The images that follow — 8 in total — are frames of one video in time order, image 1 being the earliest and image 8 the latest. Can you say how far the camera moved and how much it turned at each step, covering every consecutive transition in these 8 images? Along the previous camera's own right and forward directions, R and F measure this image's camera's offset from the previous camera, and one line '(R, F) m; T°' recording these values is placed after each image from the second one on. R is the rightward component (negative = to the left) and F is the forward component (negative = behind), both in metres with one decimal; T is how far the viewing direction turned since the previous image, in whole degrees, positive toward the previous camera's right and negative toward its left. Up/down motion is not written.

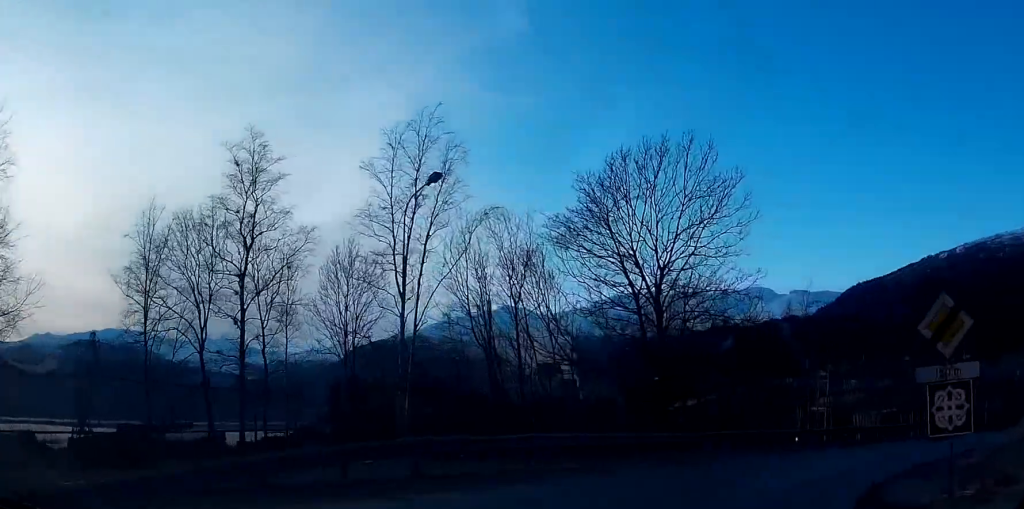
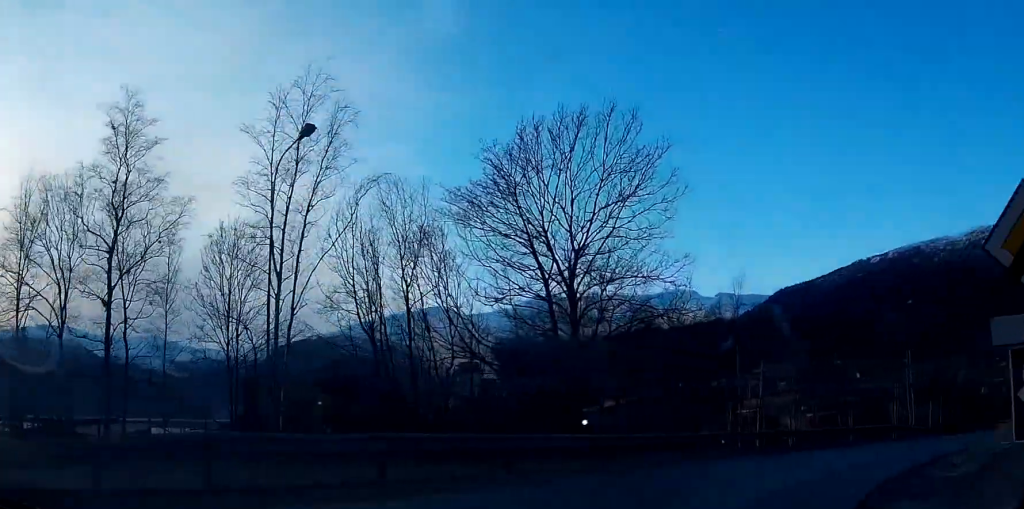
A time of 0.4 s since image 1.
(+0.3, +4.3) m; +6°
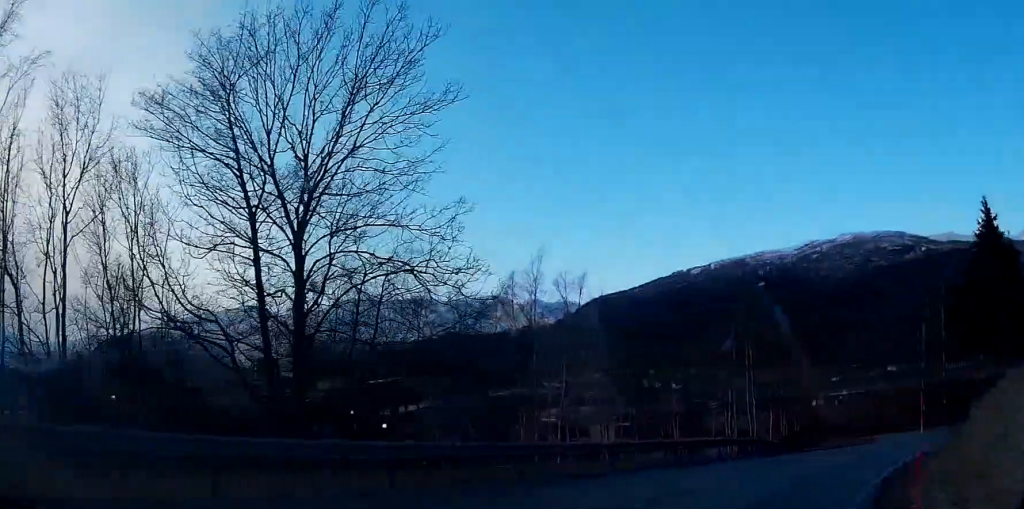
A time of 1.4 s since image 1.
(+1.2, +10.2) m; +14°
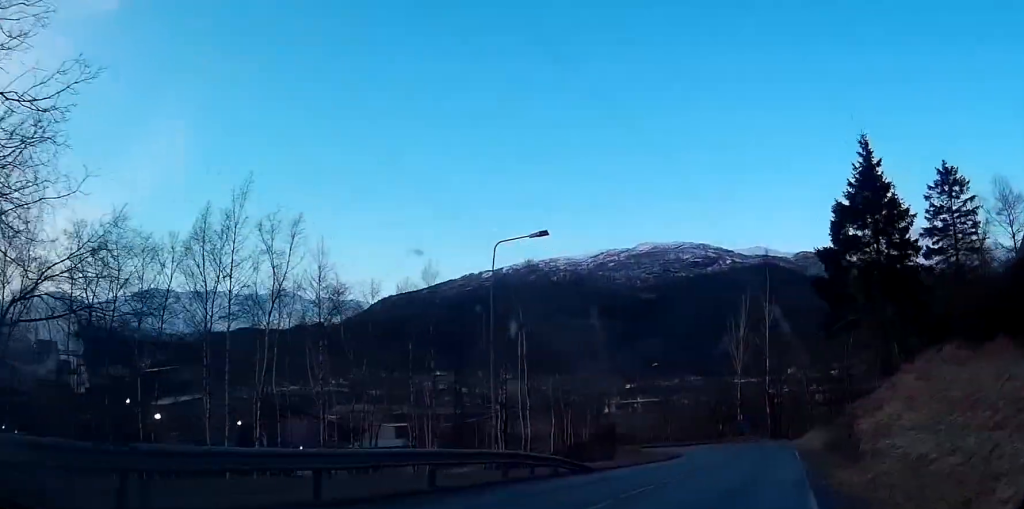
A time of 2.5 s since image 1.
(+1.7, +12.3) m; +13°
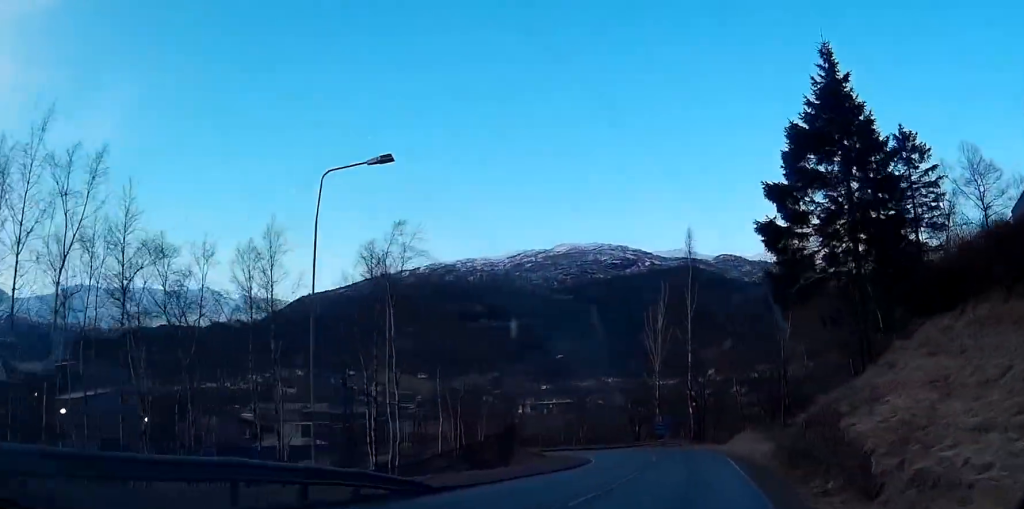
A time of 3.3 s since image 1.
(+0.5, +9.0) m; +5°
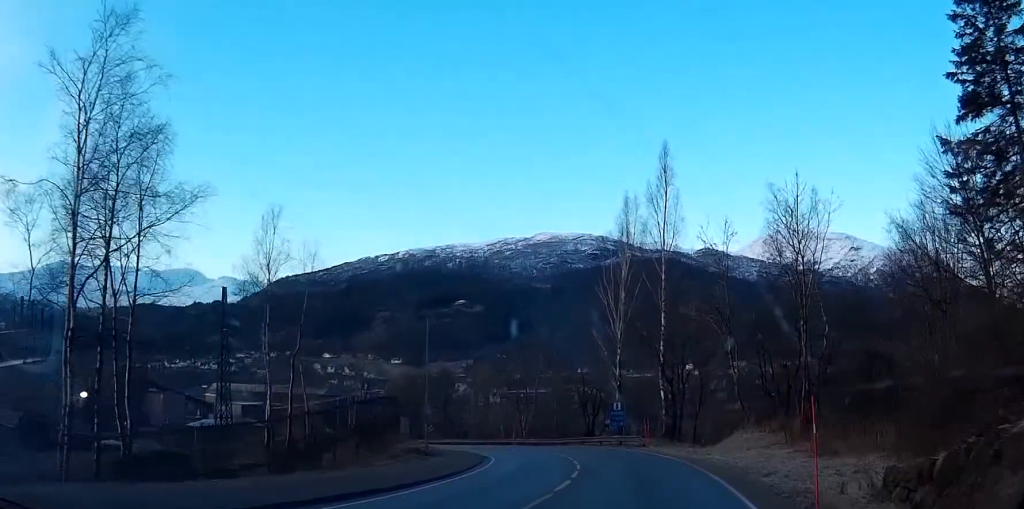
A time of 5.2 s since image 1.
(+1.0, +21.6) m; +2°
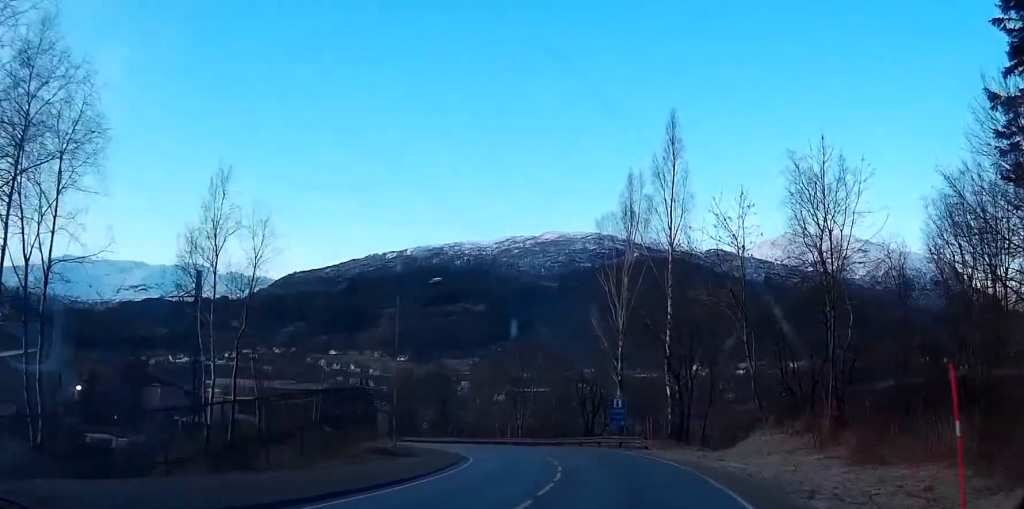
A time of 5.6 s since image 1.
(0.0, +5.5) m; -1°
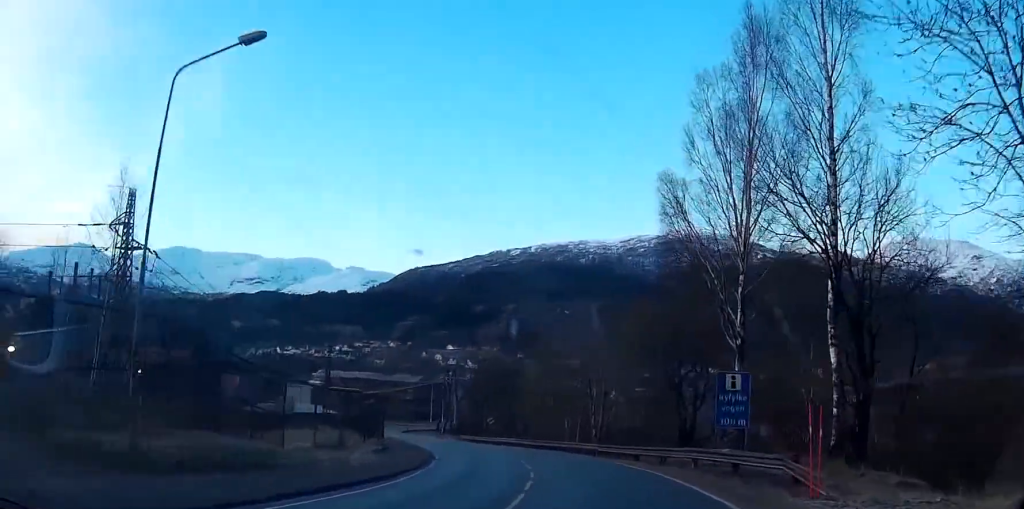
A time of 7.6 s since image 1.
(-1.3, +23.1) m; -7°
